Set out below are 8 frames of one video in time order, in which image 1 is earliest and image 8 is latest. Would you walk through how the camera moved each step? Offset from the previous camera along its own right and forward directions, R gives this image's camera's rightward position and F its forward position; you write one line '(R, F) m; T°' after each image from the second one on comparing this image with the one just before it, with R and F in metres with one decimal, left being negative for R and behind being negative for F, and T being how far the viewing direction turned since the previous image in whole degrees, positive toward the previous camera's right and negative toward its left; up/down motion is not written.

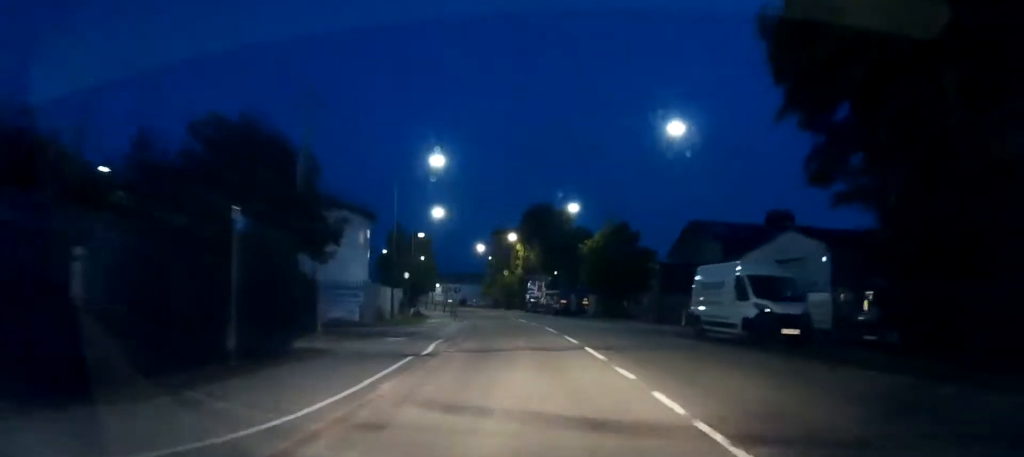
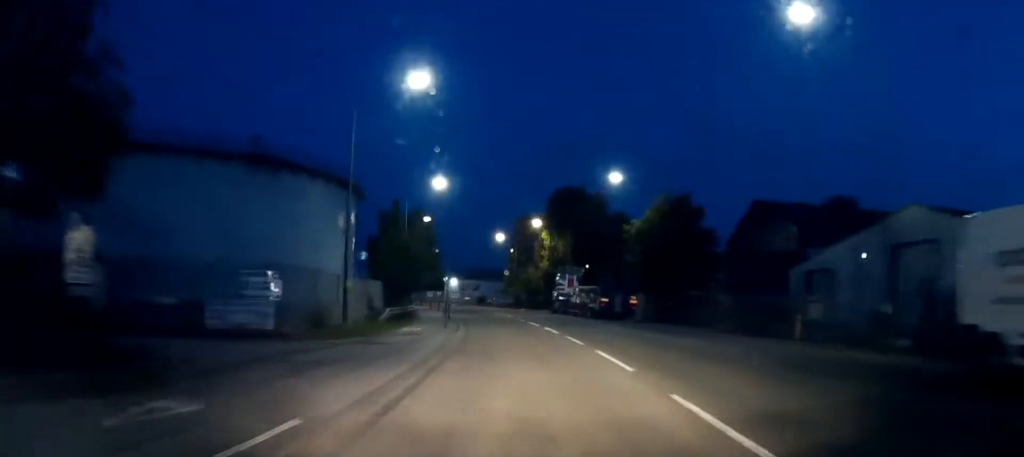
(-0.2, +14.4) m; -2°
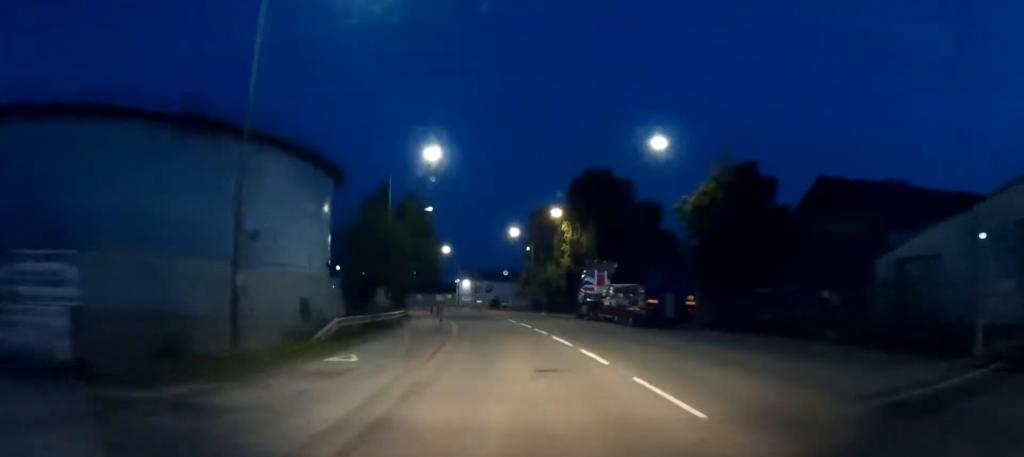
(-0.2, +10.7) m; -2°
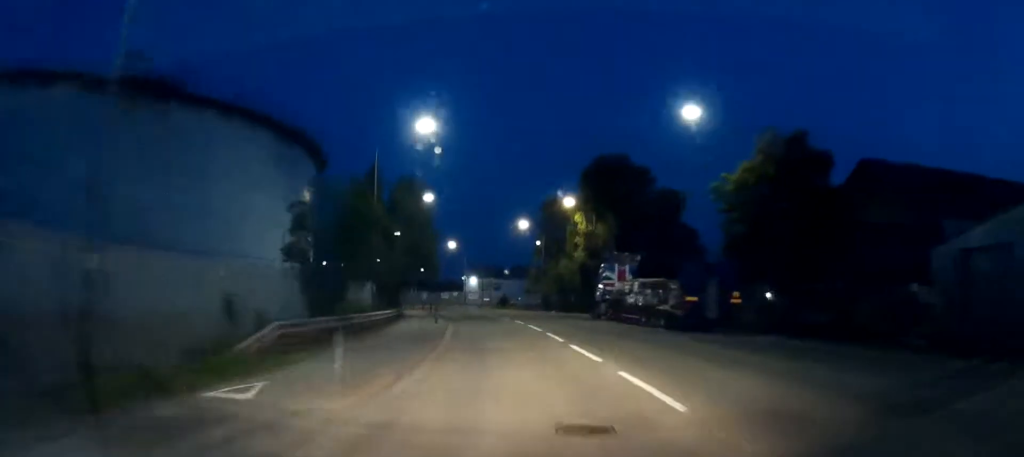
(0.0, +5.6) m; -1°
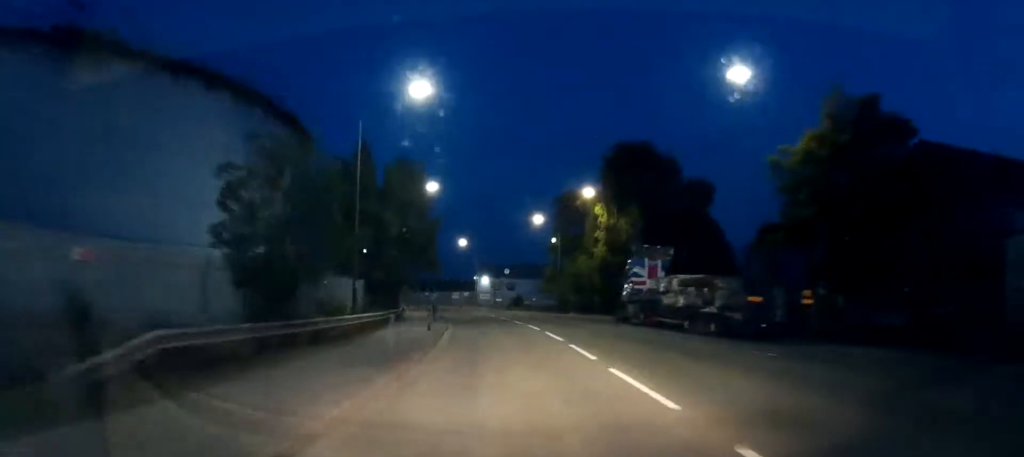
(-0.1, +5.6) m; -1°
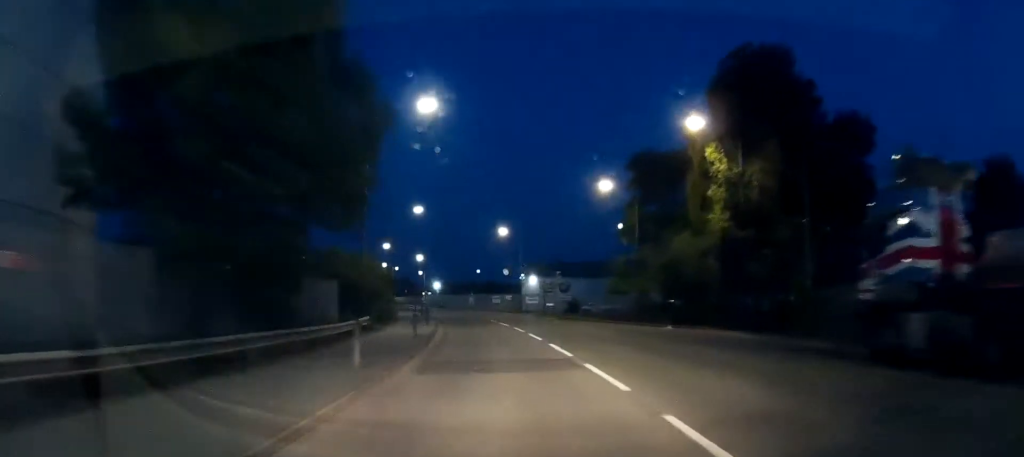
(-1.0, +22.2) m; -5°
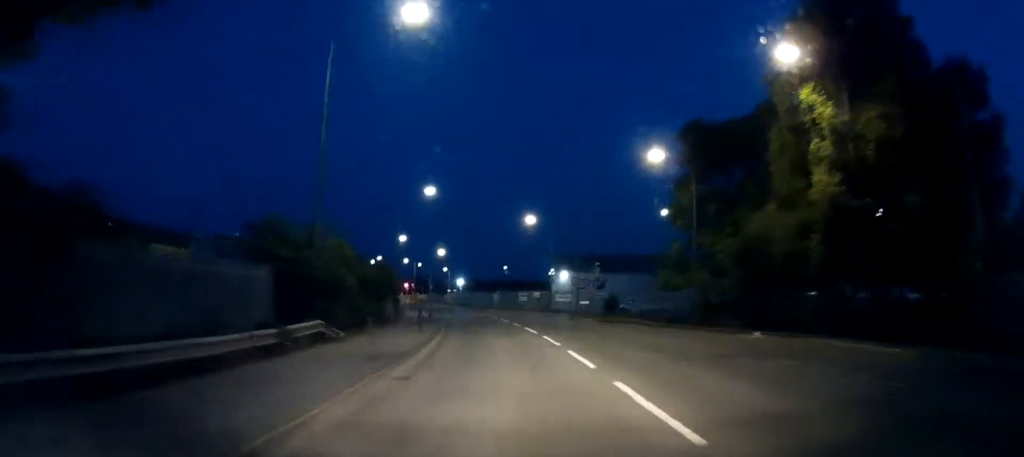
(-0.1, +9.5) m; -2°
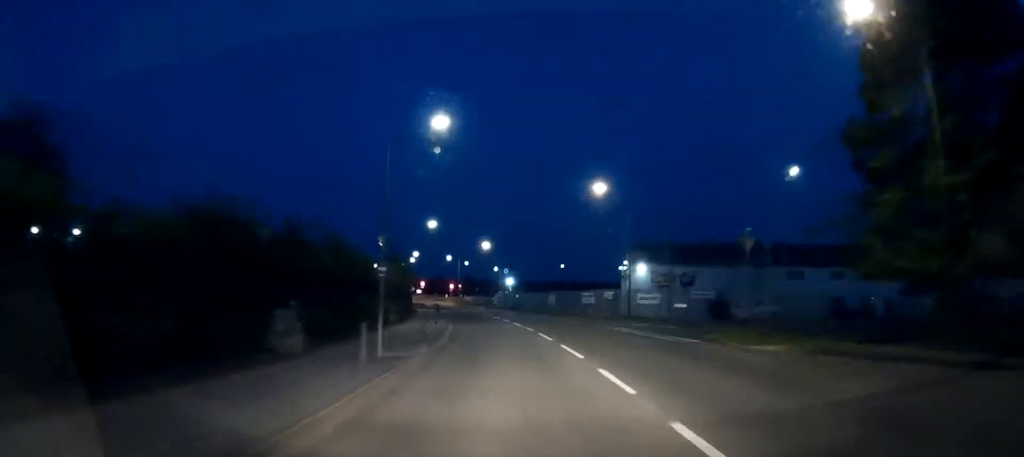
(-1.1, +20.7) m; -5°
